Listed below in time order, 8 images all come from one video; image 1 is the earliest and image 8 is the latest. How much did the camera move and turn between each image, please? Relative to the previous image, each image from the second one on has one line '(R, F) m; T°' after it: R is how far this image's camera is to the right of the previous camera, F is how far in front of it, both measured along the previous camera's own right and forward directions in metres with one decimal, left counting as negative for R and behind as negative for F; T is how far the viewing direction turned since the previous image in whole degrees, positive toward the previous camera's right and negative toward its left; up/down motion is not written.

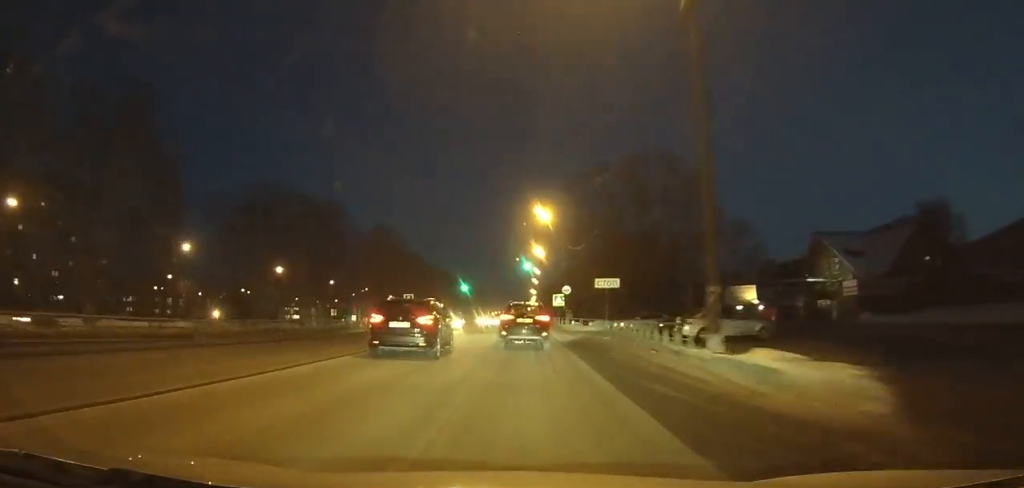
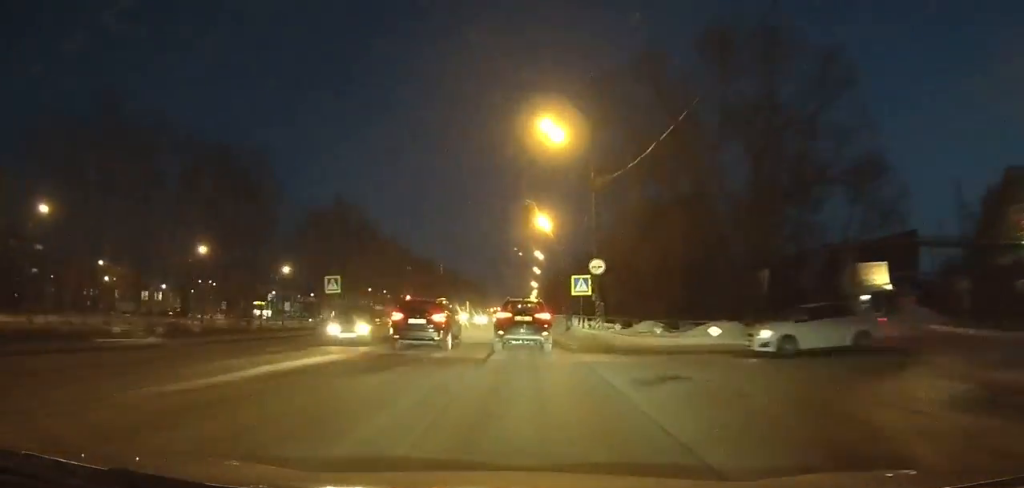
(0.0, +25.5) m; 0°
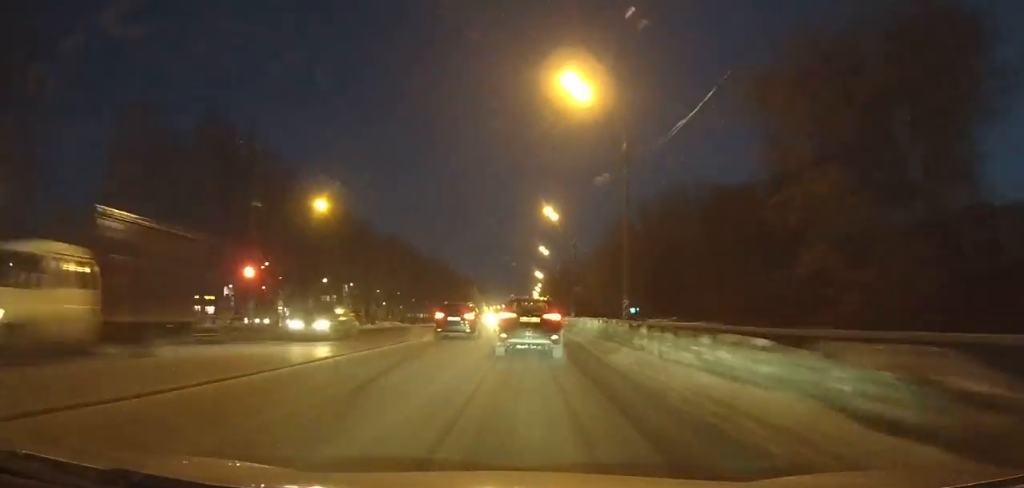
(-0.1, +39.4) m; 0°
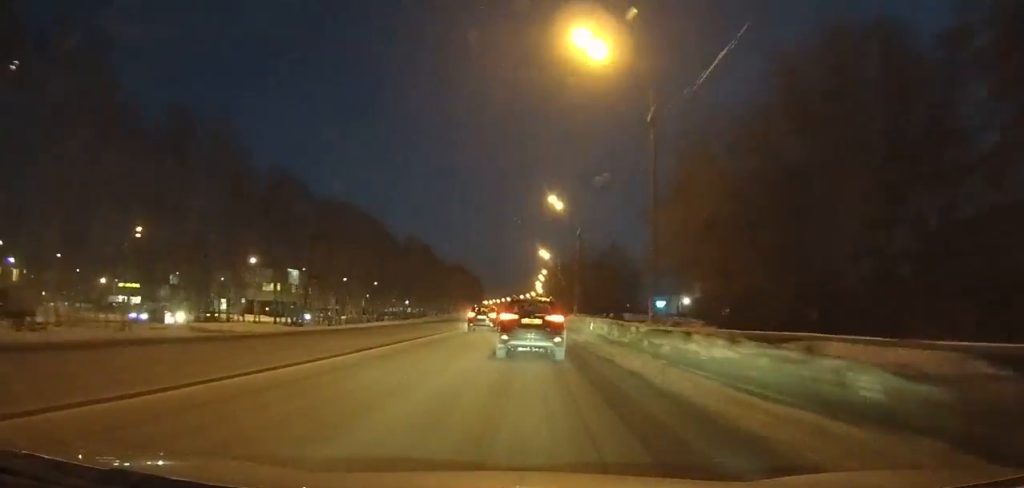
(-0.2, +37.3) m; 0°
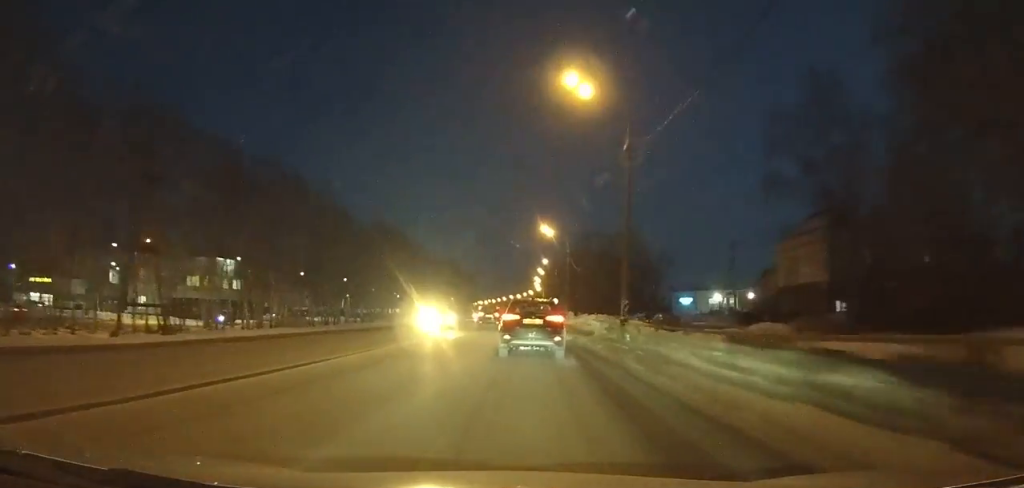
(0.0, +29.4) m; 0°
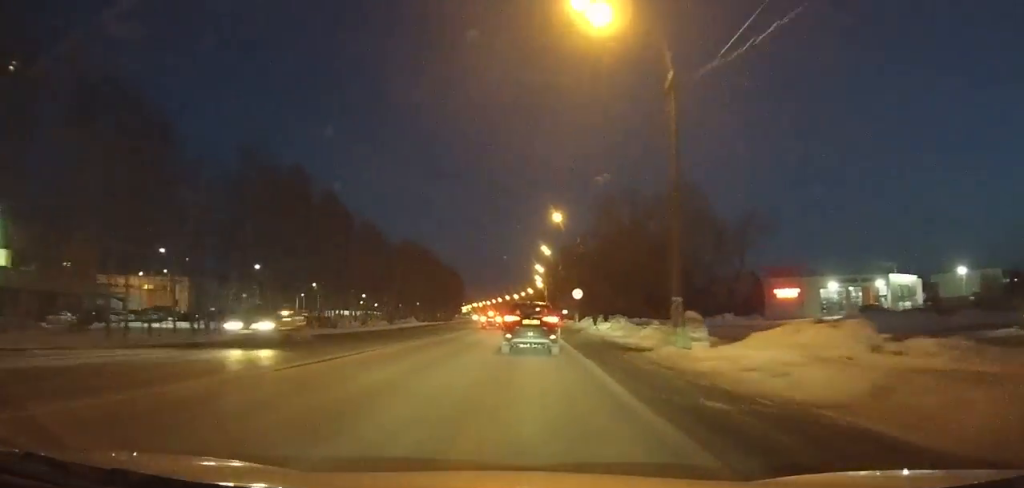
(+0.2, +50.3) m; 0°
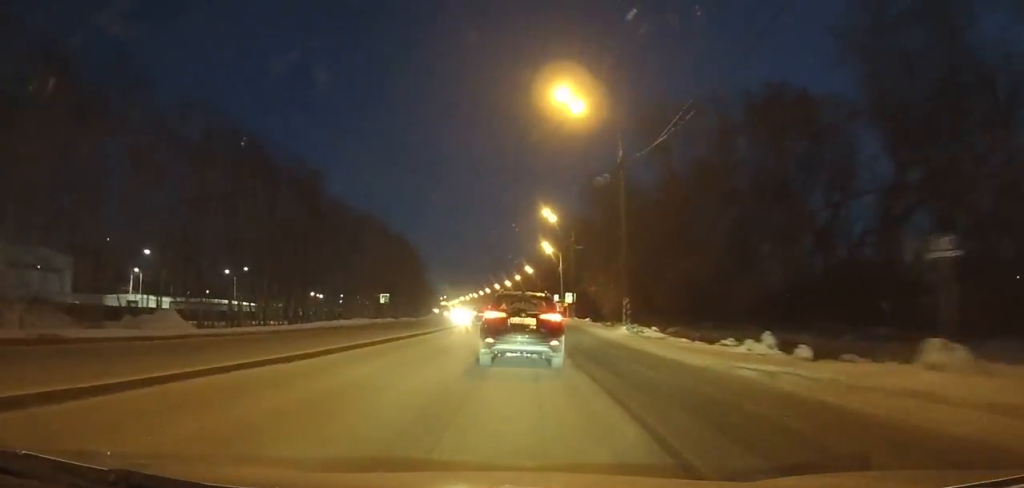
(+0.6, +85.8) m; +1°
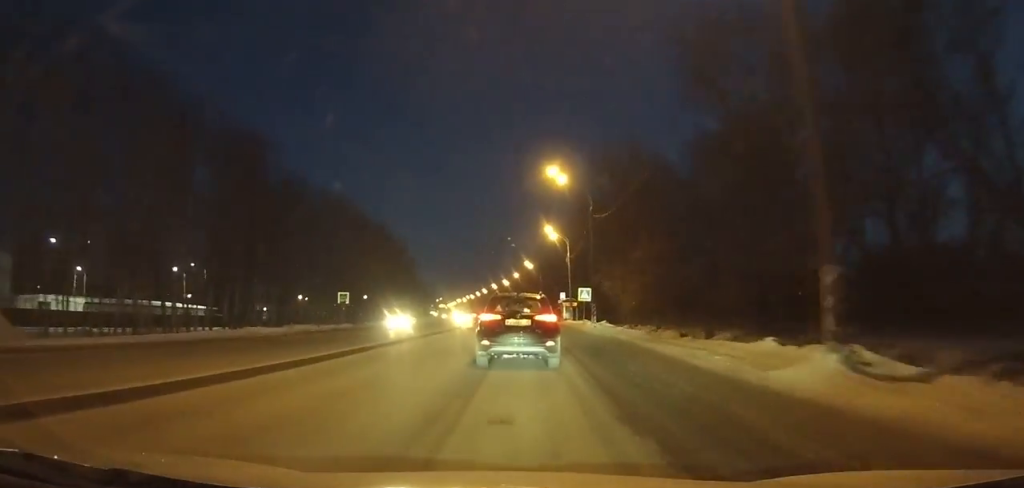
(0.0, +19.8) m; 0°
